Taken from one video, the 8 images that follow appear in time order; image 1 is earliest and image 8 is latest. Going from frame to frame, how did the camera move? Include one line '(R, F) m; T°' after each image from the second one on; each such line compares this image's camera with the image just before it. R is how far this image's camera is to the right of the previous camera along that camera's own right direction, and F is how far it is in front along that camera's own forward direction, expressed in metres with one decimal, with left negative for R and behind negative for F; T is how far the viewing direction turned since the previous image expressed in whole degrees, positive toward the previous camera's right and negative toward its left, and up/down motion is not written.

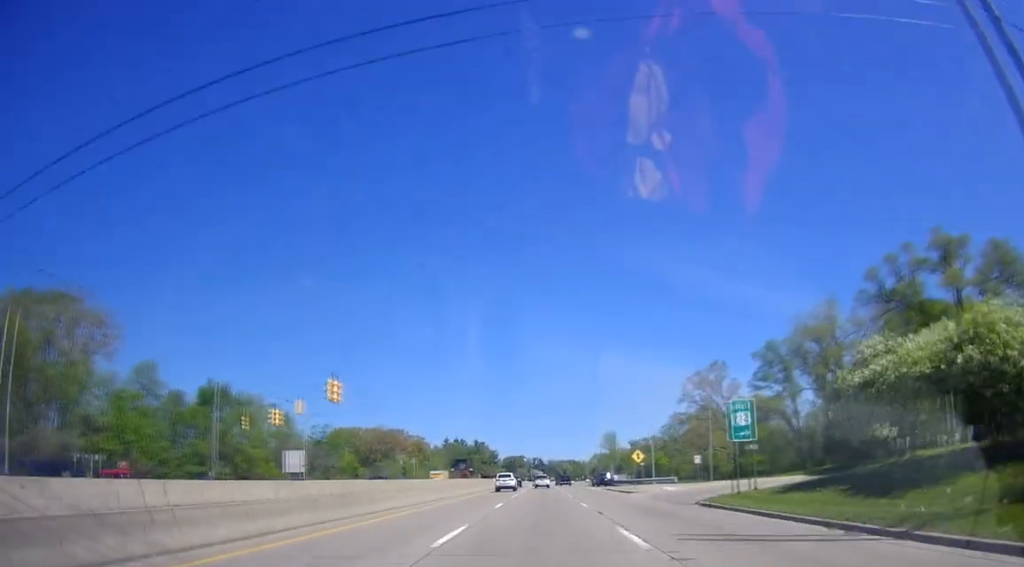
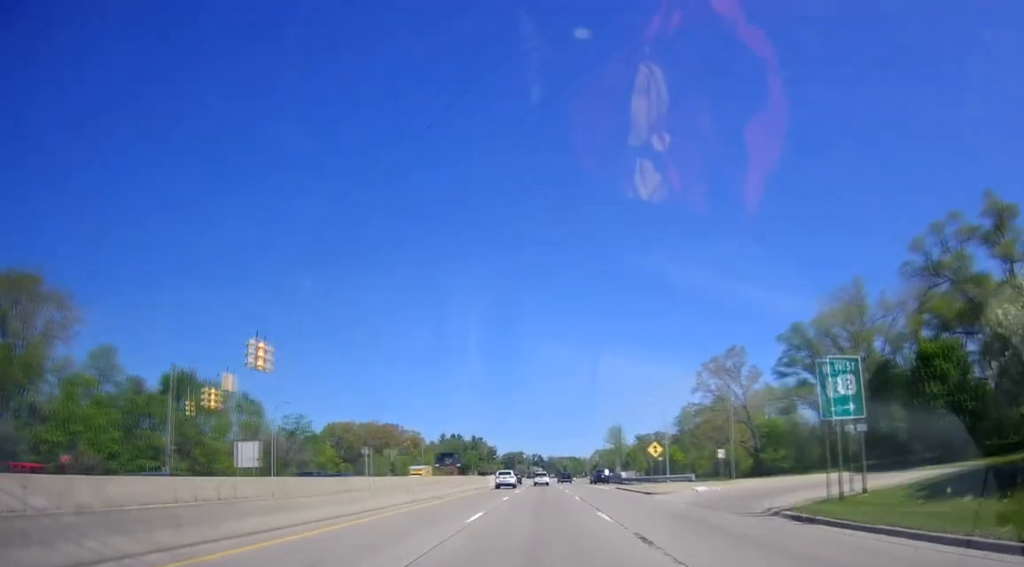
(-0.2, +9.7) m; -1°
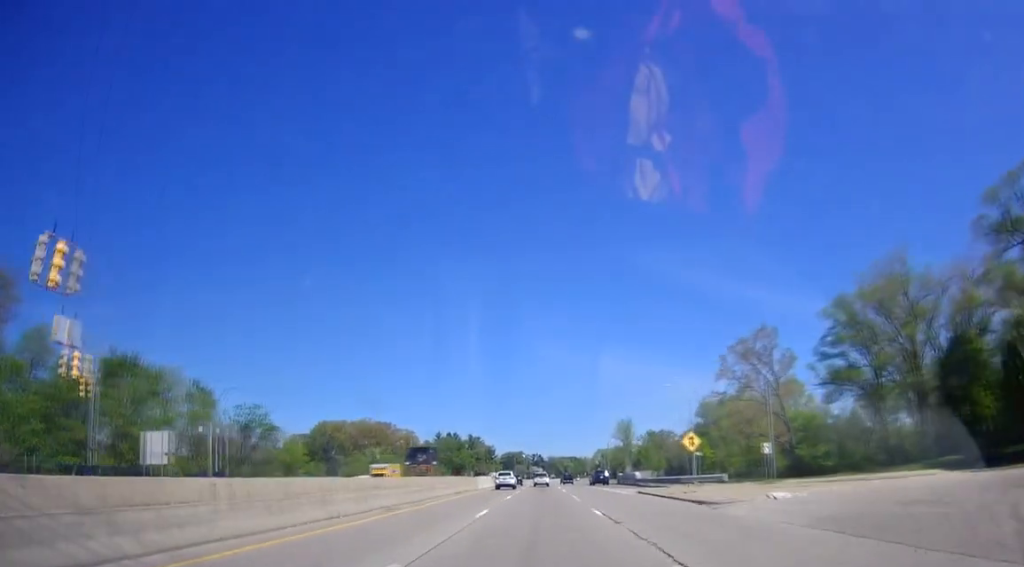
(-0.1, +12.9) m; -1°
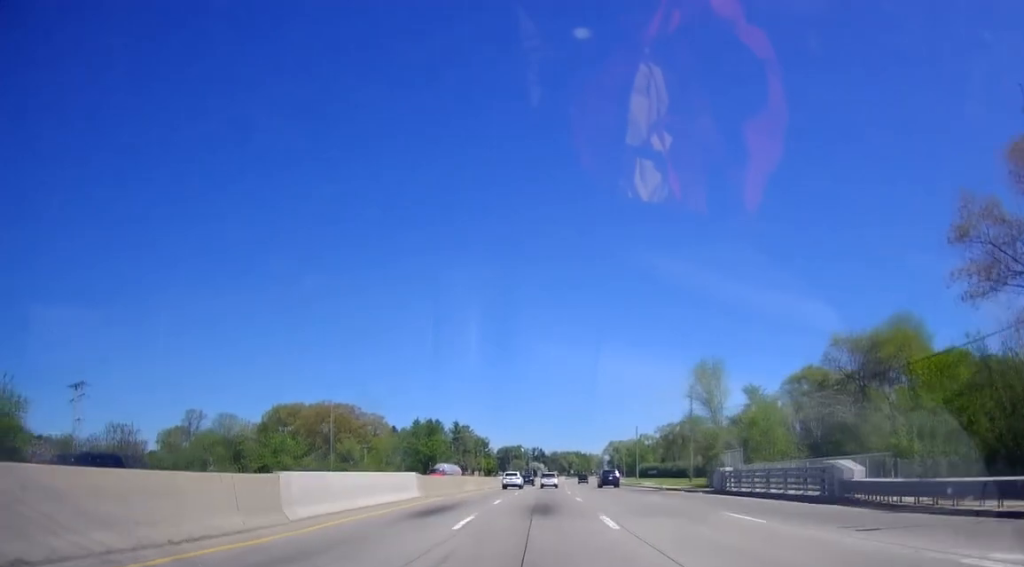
(+0.9, +51.2) m; +1°
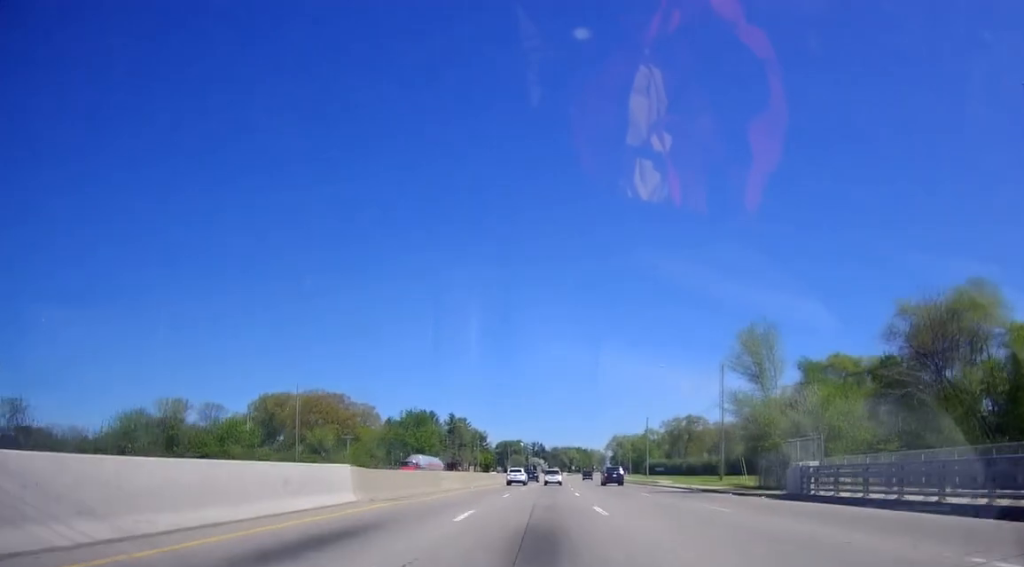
(-0.4, +12.2) m; +1°
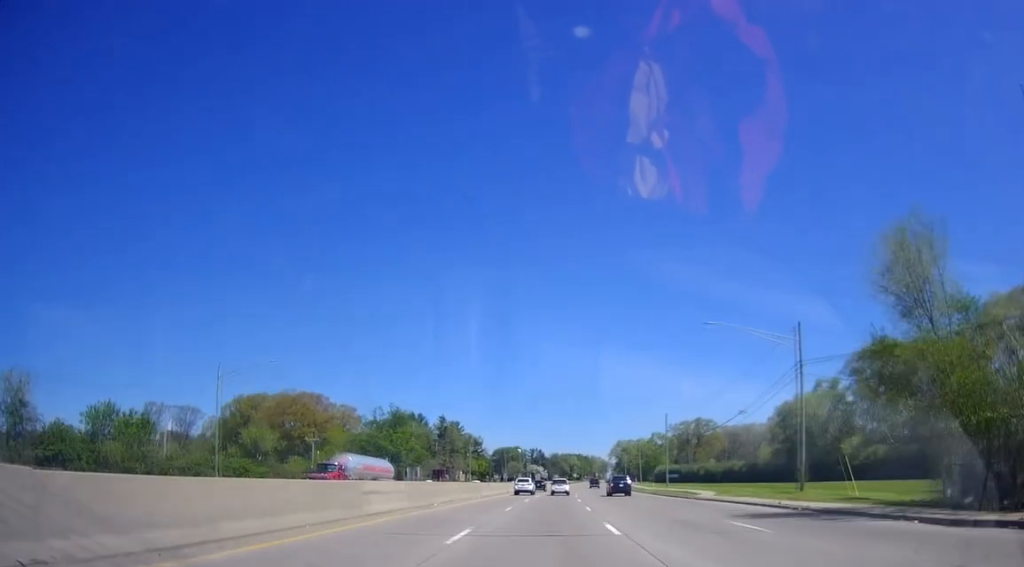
(+0.1, +18.7) m; +1°
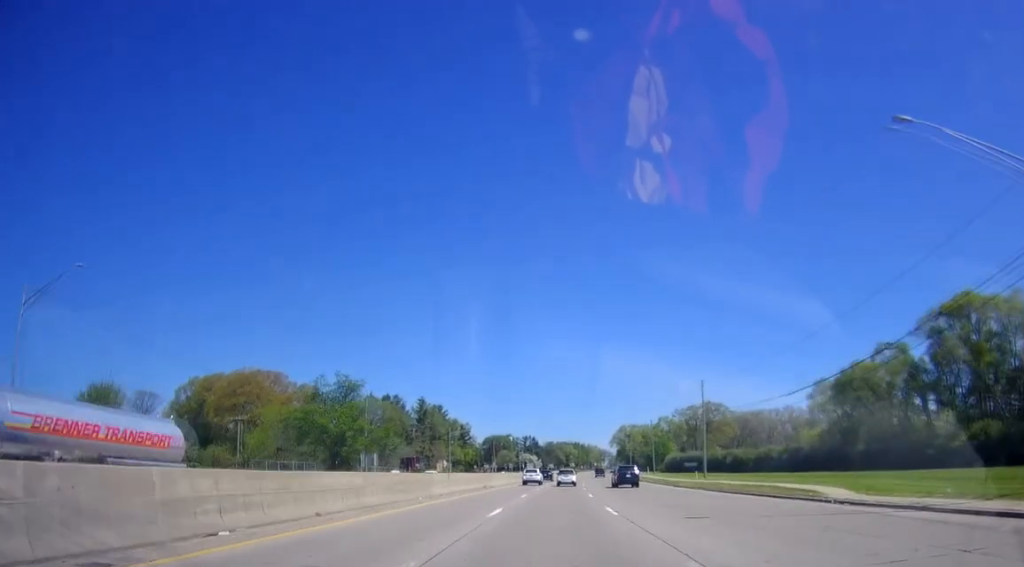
(+0.6, +25.0) m; 0°
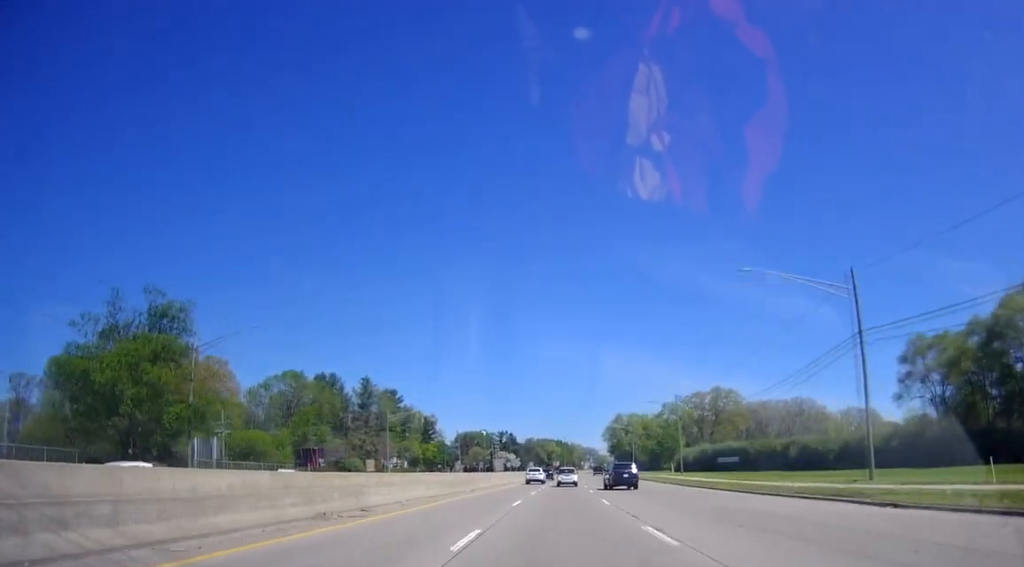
(-0.7, +38.8) m; +1°
